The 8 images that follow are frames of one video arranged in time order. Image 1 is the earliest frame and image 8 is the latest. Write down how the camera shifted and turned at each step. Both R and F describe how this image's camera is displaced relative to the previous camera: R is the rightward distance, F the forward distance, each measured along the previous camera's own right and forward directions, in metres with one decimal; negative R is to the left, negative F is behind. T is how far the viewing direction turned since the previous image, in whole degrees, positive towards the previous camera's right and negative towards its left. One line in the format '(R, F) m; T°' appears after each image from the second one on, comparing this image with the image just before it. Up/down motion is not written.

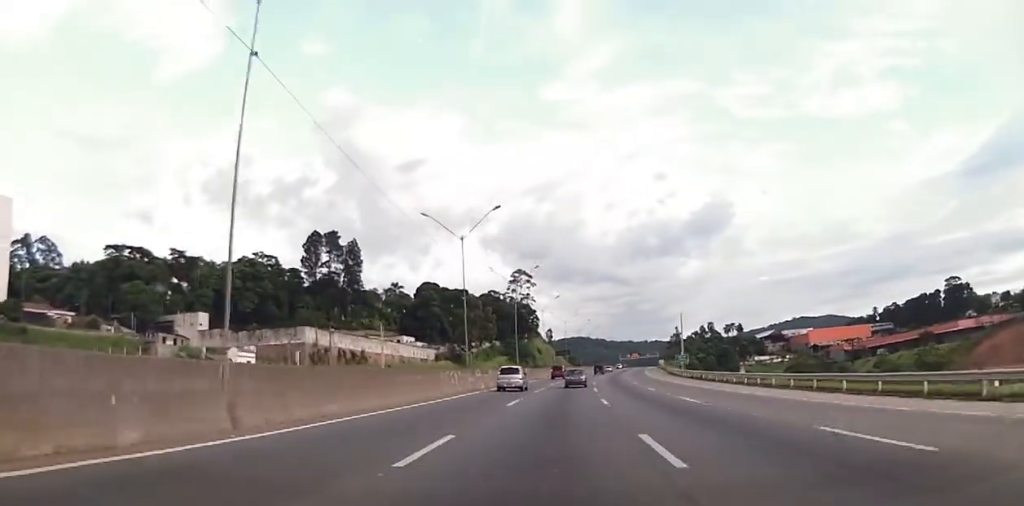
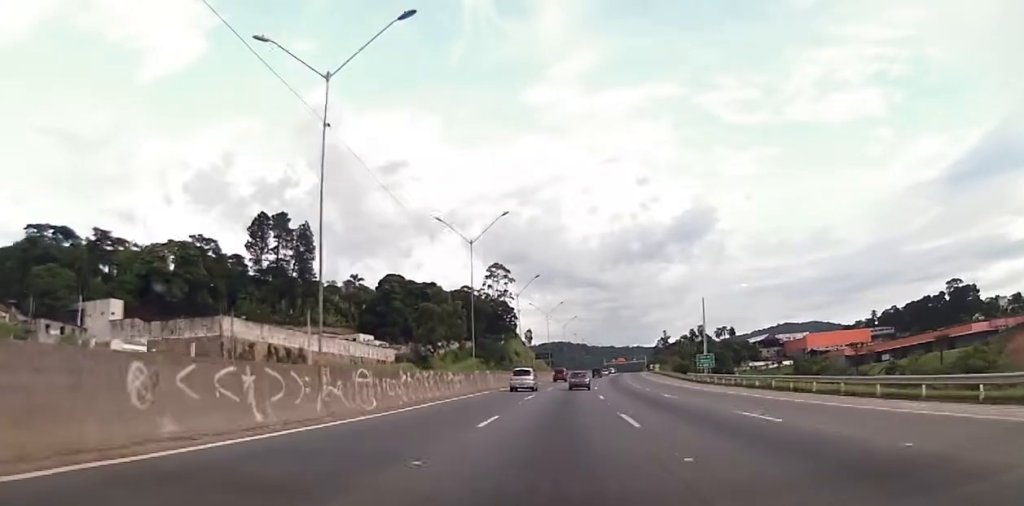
(+0.7, +27.8) m; +2°
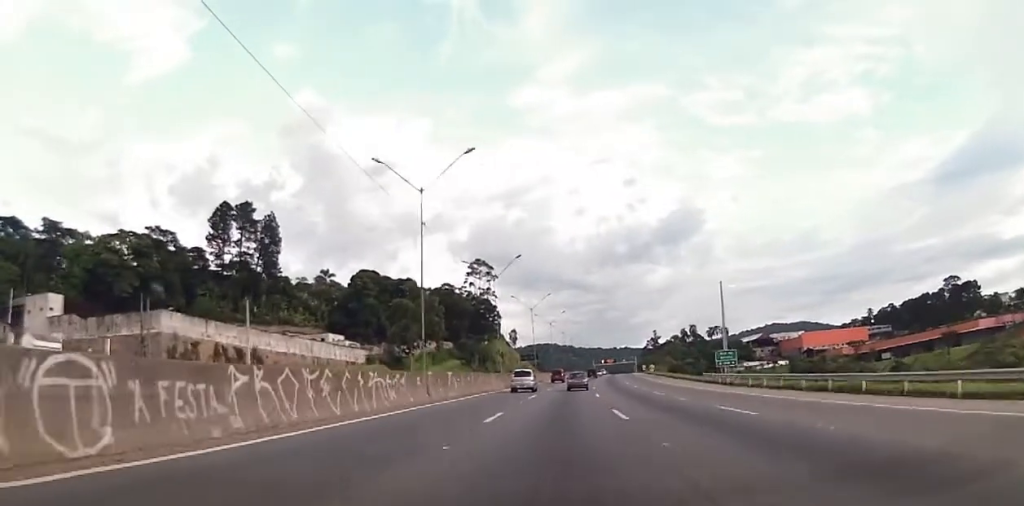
(0.0, +14.9) m; +1°
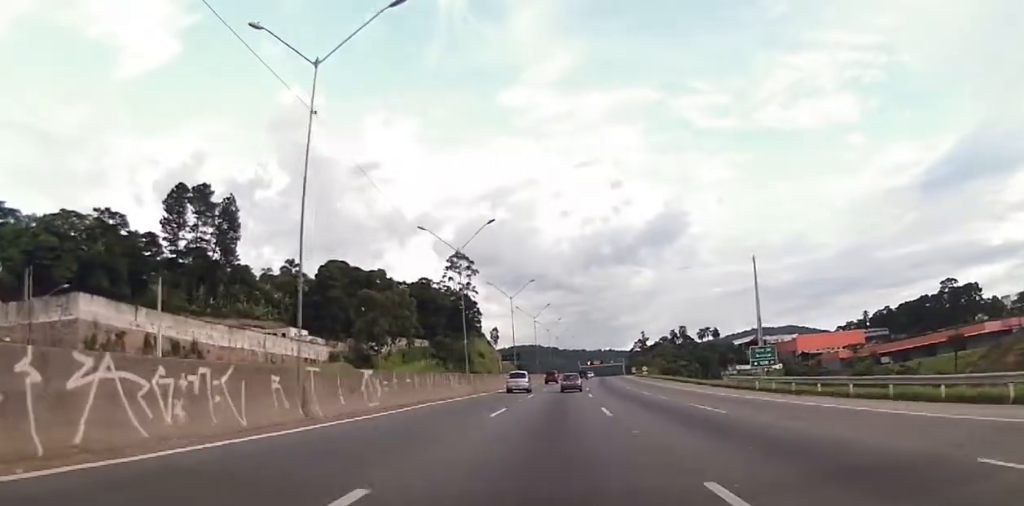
(+0.1, +15.7) m; +1°
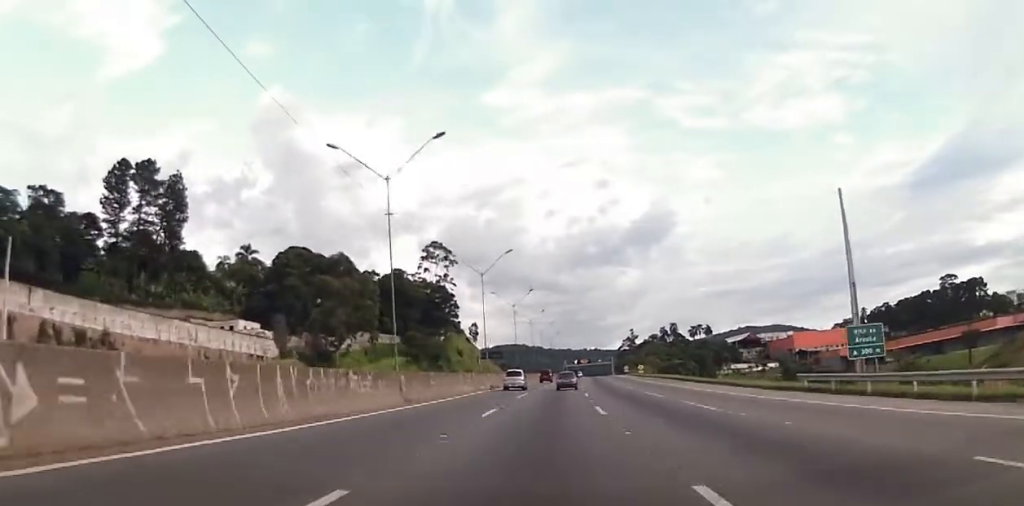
(+0.3, +18.7) m; +2°
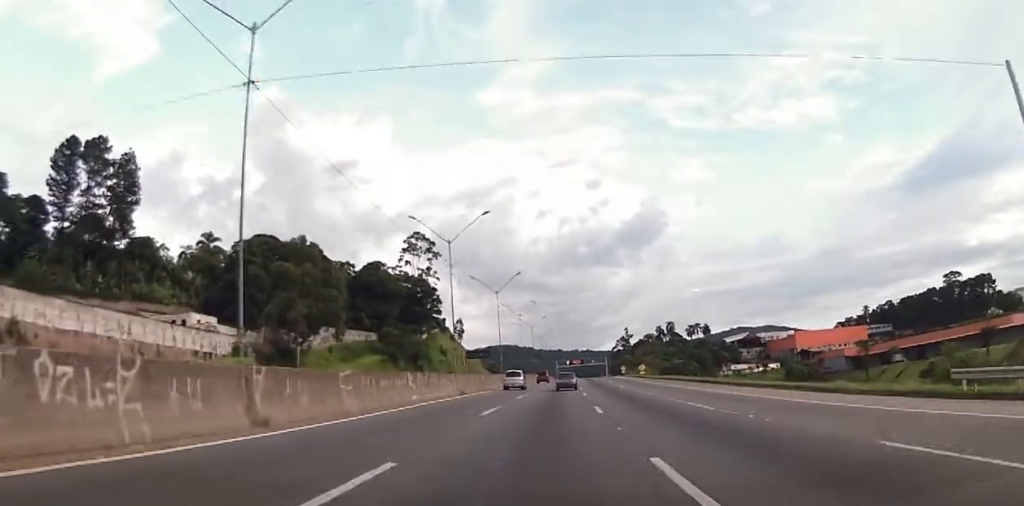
(+0.2, +15.5) m; +1°
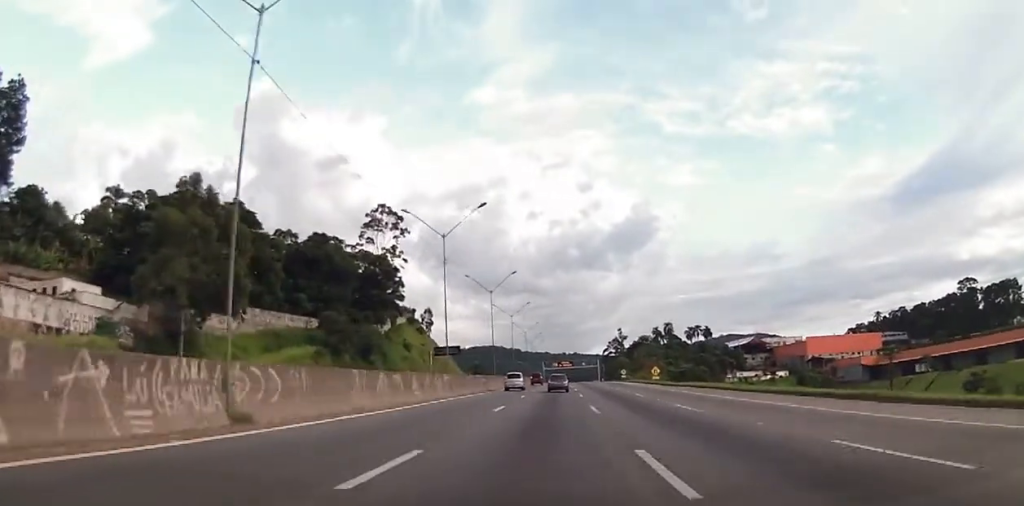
(-0.1, +32.3) m; 0°
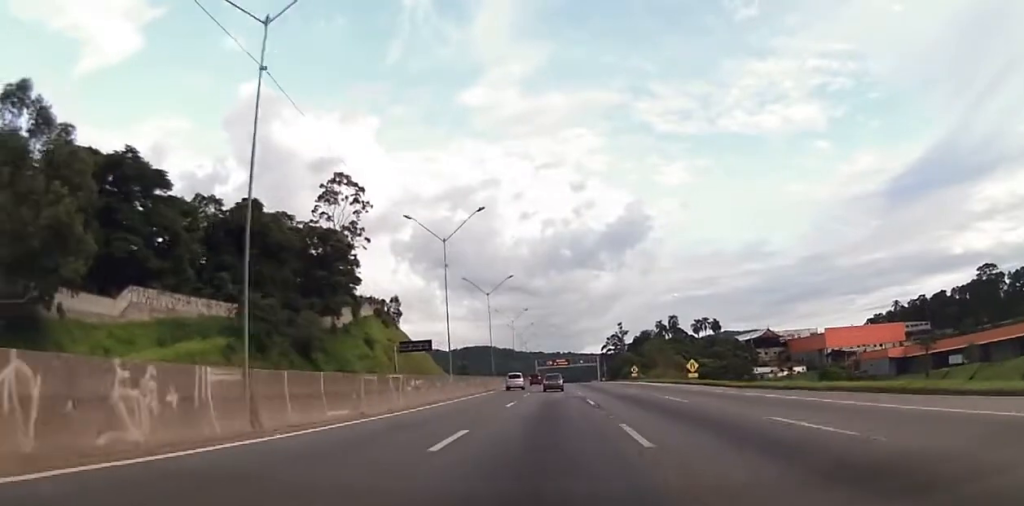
(+0.3, +29.8) m; +2°
